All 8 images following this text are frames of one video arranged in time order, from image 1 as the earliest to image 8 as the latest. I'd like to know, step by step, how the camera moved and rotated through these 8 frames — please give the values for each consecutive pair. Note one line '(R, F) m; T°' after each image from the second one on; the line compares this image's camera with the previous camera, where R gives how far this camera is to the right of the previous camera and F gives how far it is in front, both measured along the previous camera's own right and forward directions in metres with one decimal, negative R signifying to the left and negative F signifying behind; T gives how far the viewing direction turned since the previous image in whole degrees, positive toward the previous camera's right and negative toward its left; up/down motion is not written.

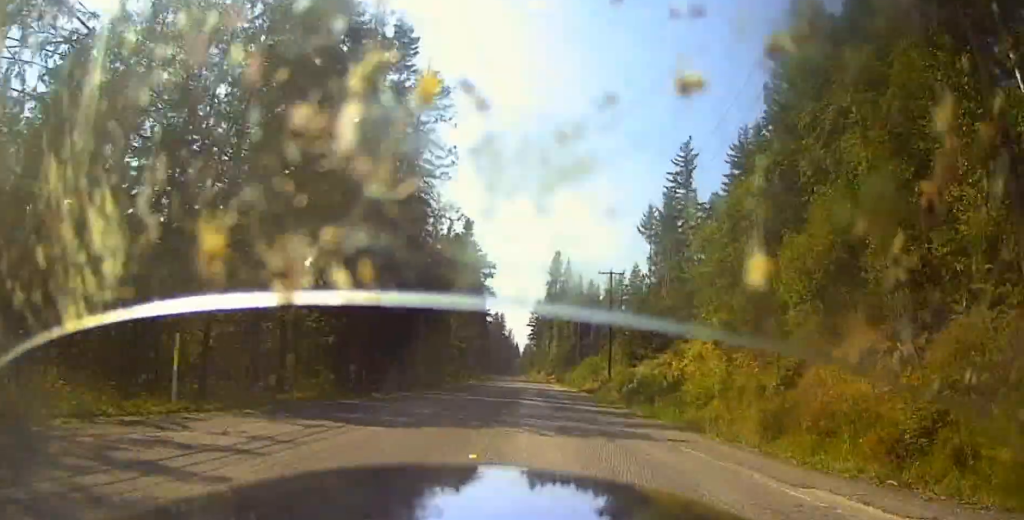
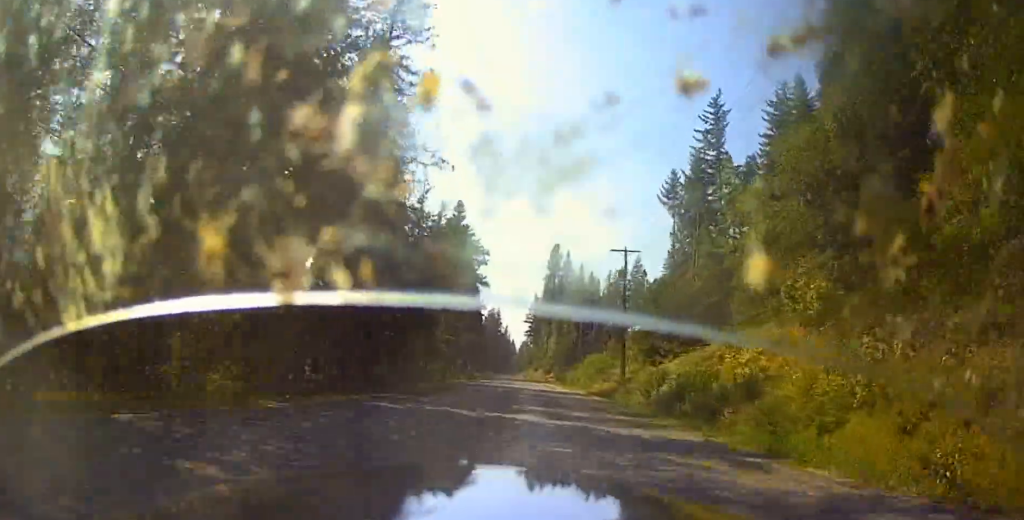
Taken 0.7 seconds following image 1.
(0.0, +10.9) m; 0°
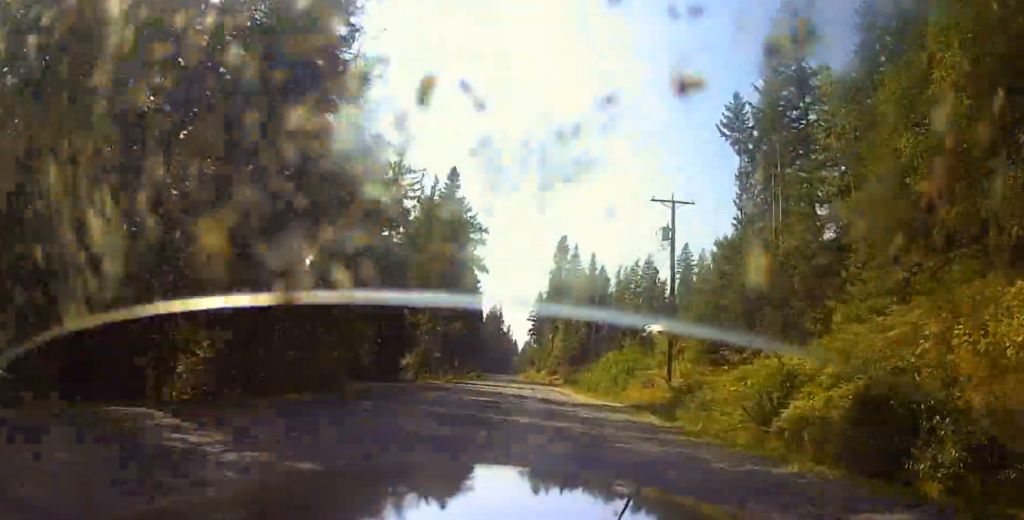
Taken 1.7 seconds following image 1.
(+0.1, +16.0) m; 0°
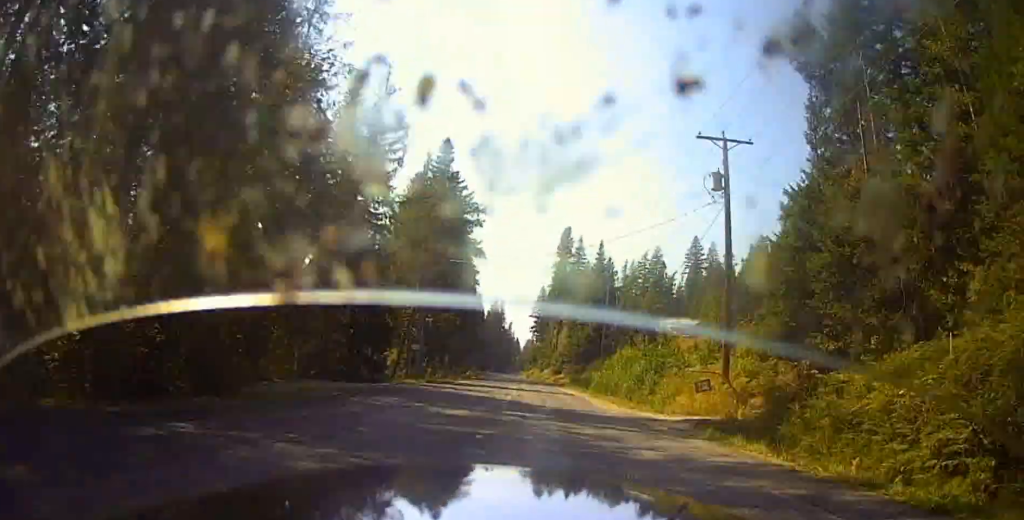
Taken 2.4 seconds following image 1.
(-0.1, +10.3) m; -1°
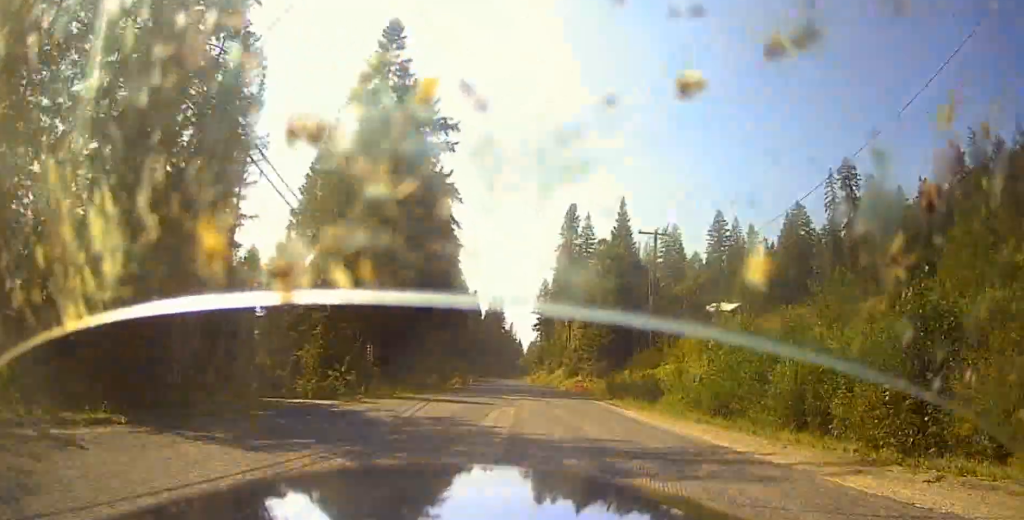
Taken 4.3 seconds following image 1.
(-1.3, +30.1) m; -5°
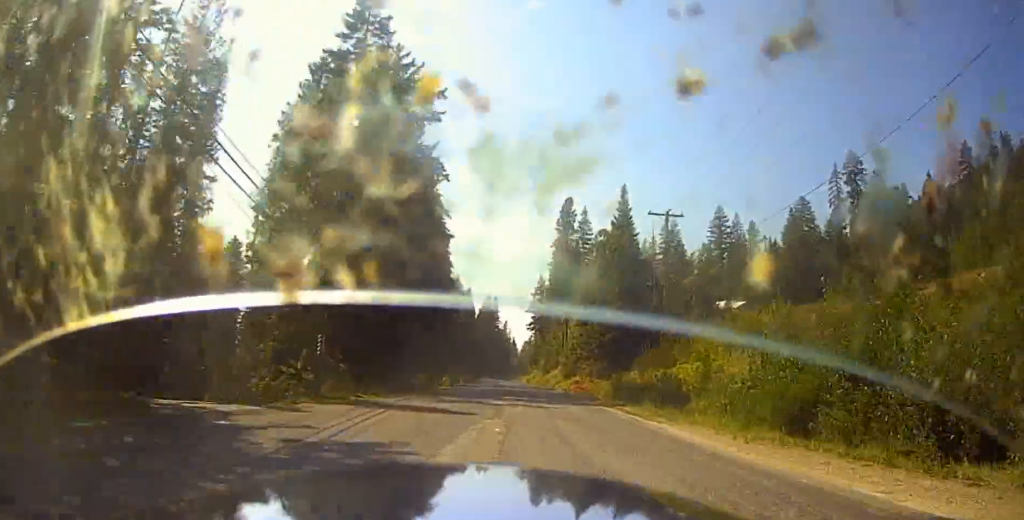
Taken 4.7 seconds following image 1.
(-0.3, +6.3) m; 0°
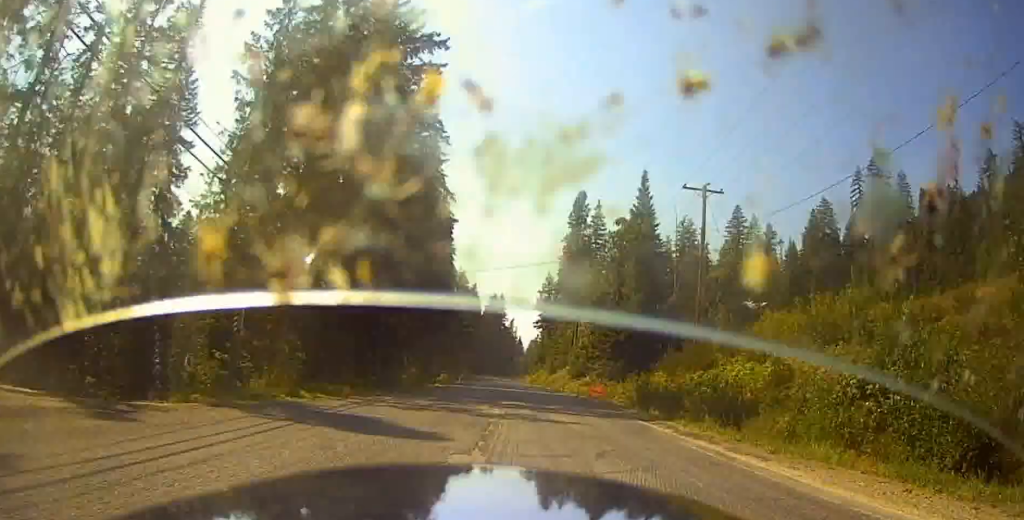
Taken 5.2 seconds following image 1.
(+0.3, +7.4) m; +1°
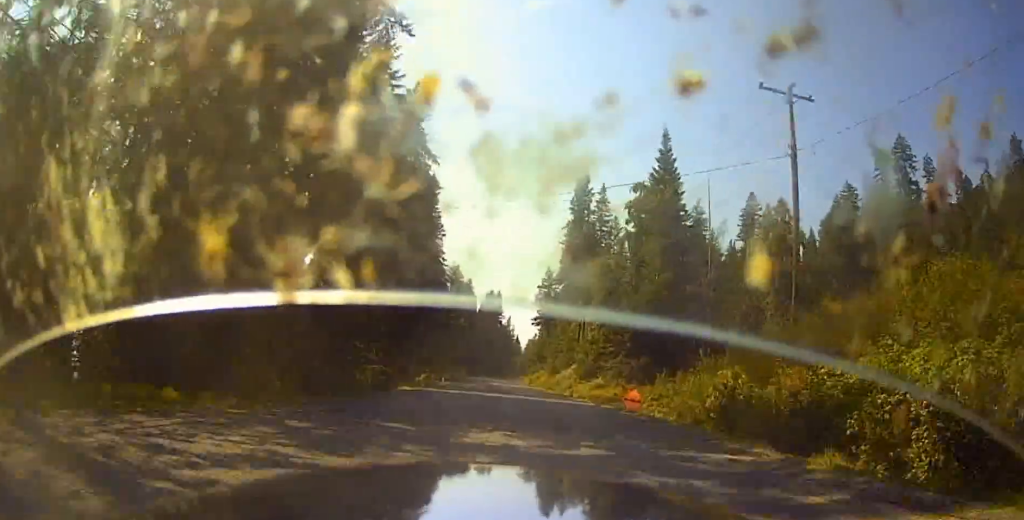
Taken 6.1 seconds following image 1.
(+0.3, +14.3) m; +1°
